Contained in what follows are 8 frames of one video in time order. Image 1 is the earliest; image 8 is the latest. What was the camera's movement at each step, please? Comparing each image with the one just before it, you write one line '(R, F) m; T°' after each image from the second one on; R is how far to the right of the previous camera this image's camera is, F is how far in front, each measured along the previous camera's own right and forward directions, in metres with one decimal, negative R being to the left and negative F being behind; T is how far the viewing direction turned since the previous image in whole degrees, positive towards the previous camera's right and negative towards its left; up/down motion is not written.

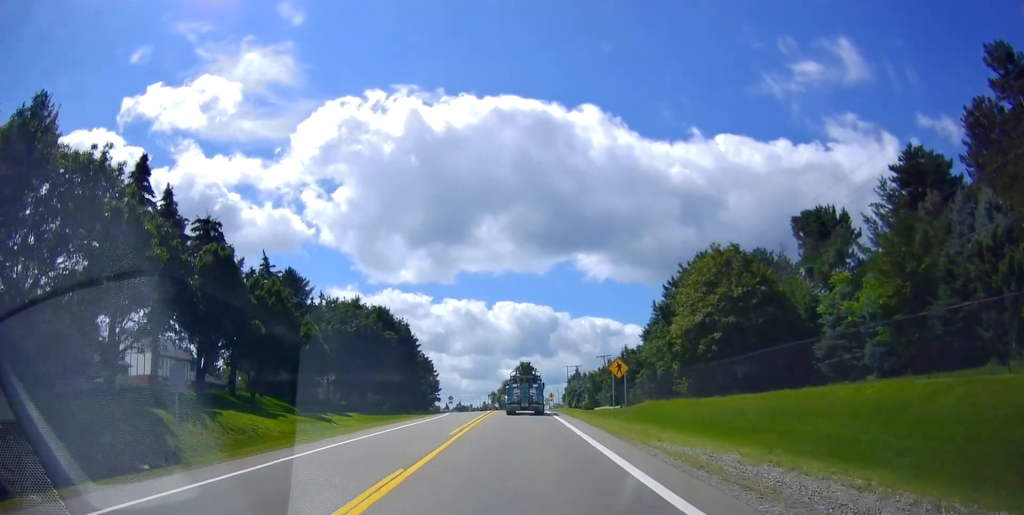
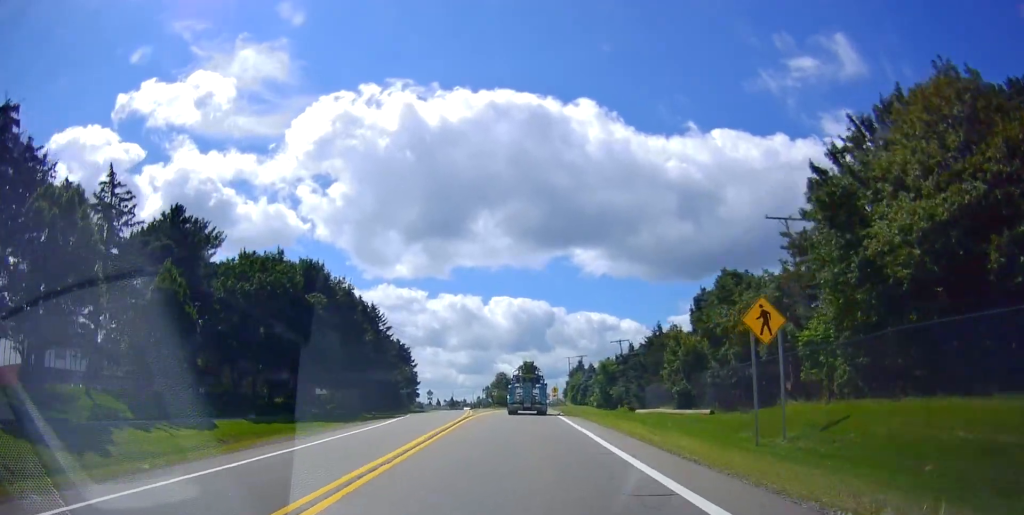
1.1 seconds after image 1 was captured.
(-0.4, +24.1) m; +1°
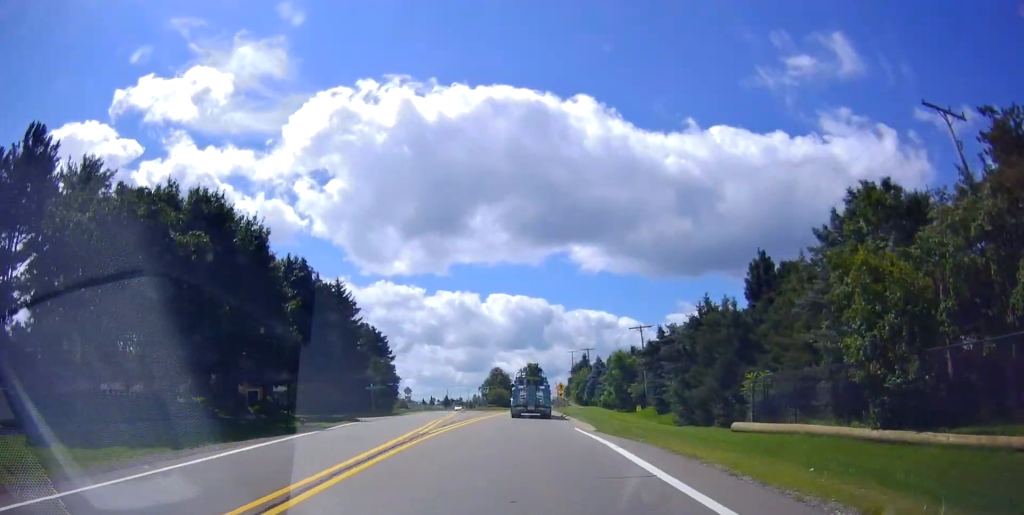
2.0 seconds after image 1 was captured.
(+0.5, +18.3) m; +2°
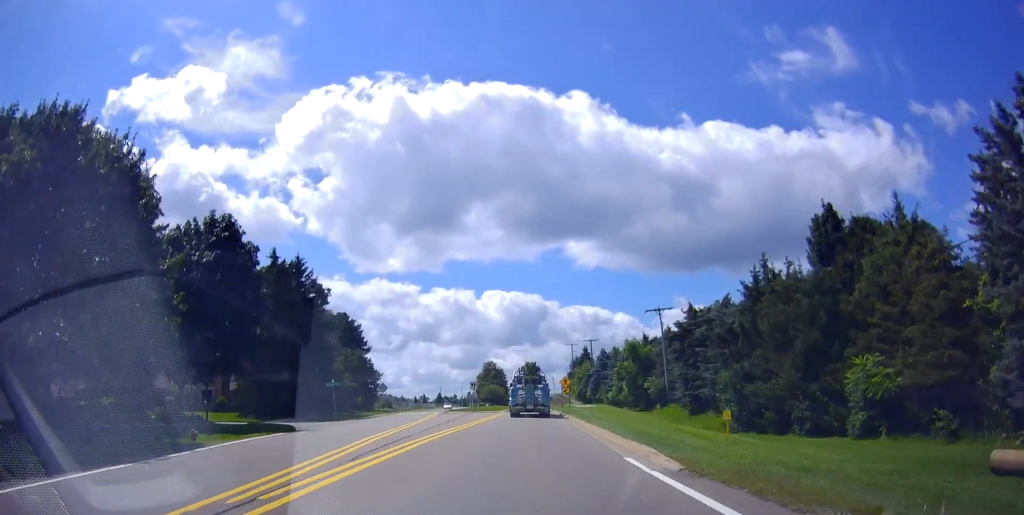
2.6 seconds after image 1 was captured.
(+0.2, +13.2) m; +1°
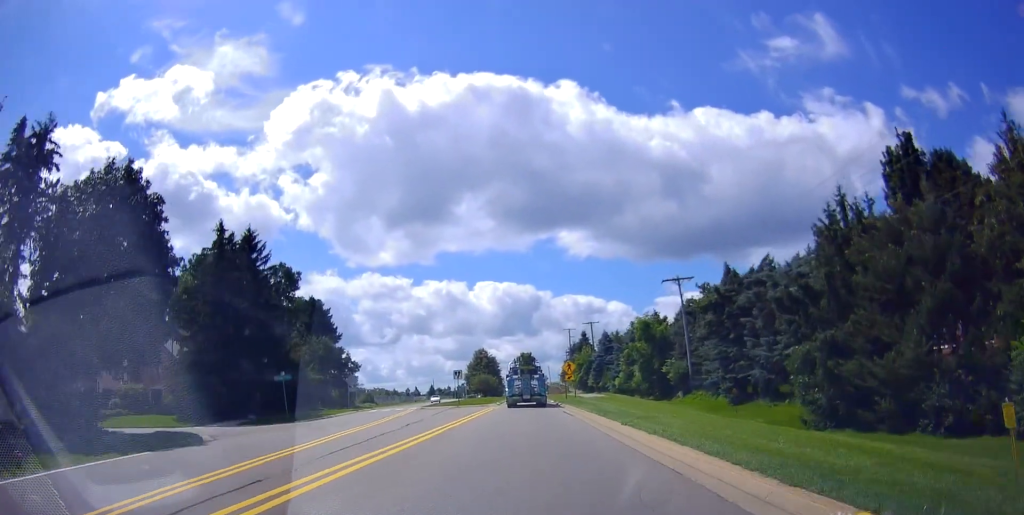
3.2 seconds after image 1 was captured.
(+0.1, +11.1) m; -1°
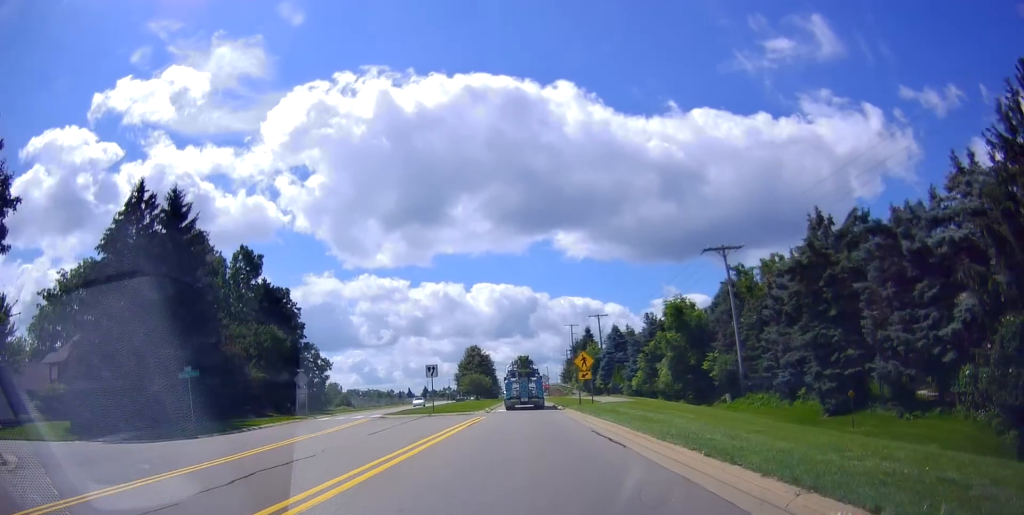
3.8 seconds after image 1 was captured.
(-0.1, +13.8) m; 0°
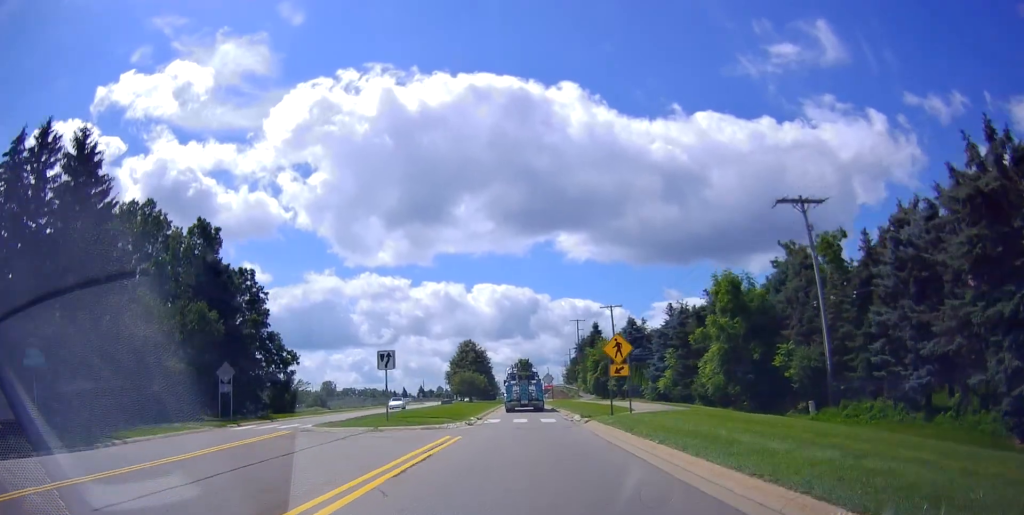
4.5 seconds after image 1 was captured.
(-0.2, +13.1) m; +1°
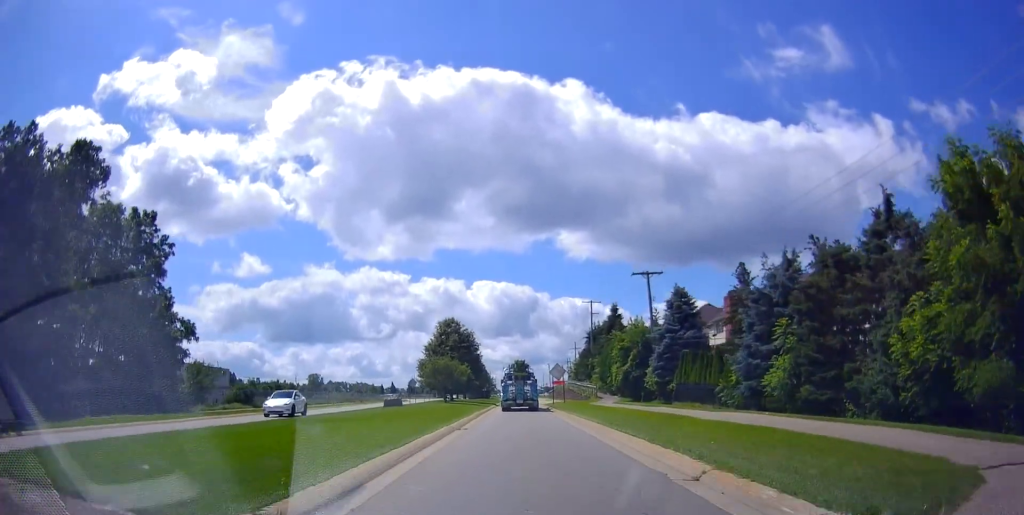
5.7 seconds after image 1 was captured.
(+0.7, +24.6) m; +1°
